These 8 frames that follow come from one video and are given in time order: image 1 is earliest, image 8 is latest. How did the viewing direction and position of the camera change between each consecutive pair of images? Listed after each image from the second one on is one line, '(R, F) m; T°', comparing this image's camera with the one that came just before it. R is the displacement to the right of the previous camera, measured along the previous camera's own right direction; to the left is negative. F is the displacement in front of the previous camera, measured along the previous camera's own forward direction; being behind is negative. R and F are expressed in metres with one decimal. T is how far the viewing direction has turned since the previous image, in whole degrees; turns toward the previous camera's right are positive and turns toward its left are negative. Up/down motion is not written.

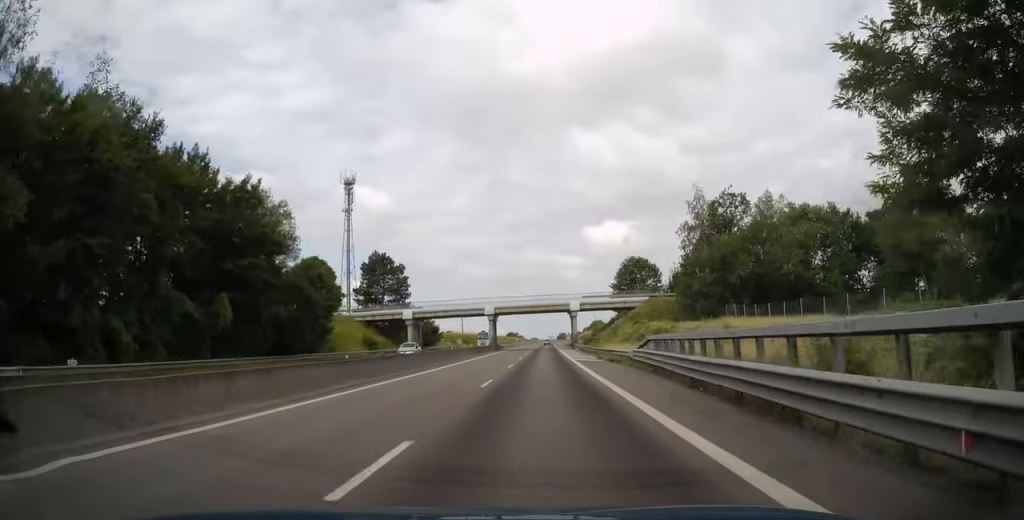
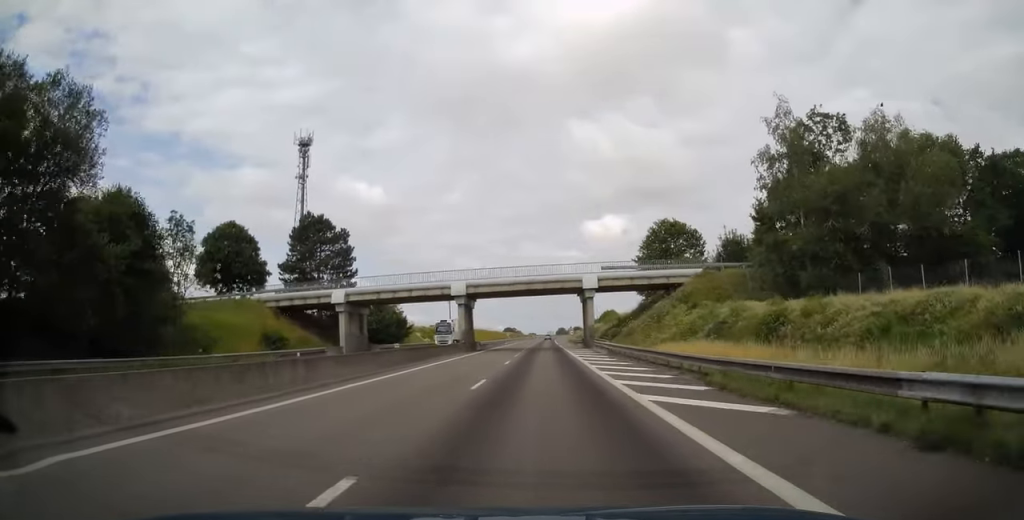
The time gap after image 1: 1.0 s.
(0.0, +28.3) m; 0°
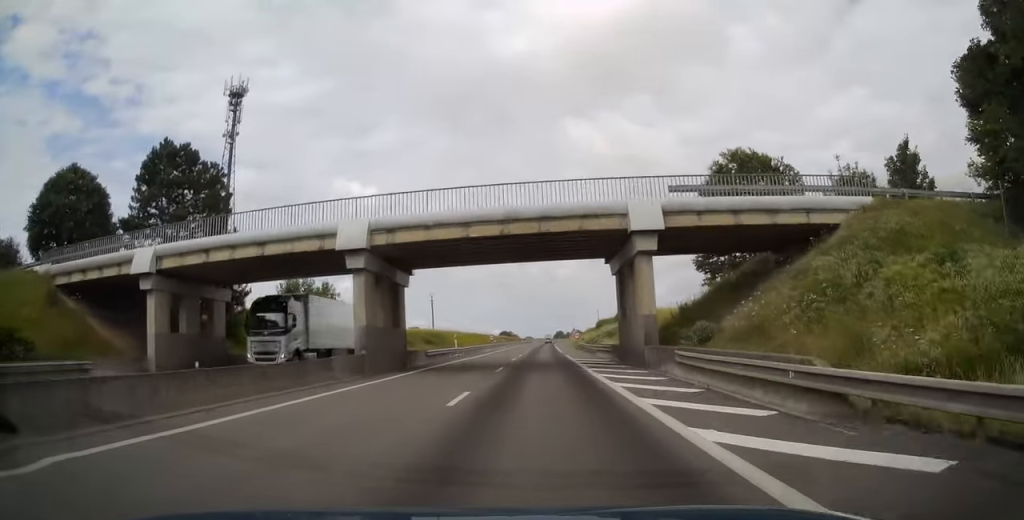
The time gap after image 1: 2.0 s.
(0.0, +29.1) m; 0°
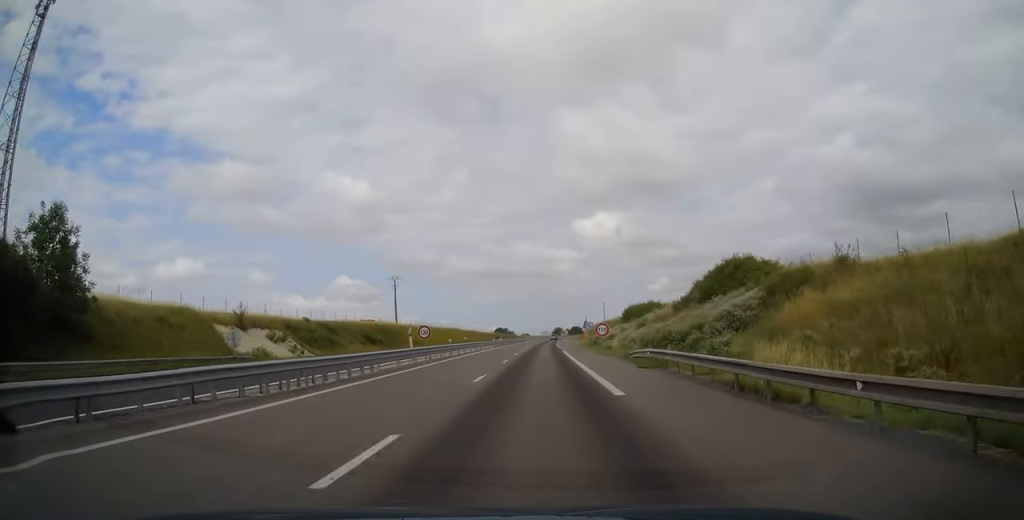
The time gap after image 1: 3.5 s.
(+0.5, +45.3) m; +1°
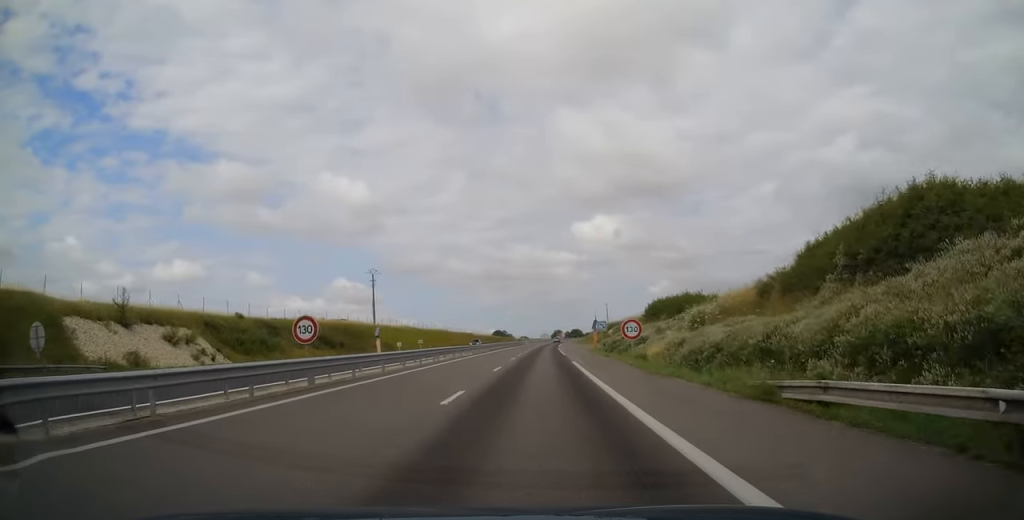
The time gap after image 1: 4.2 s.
(0.0, +18.6) m; 0°
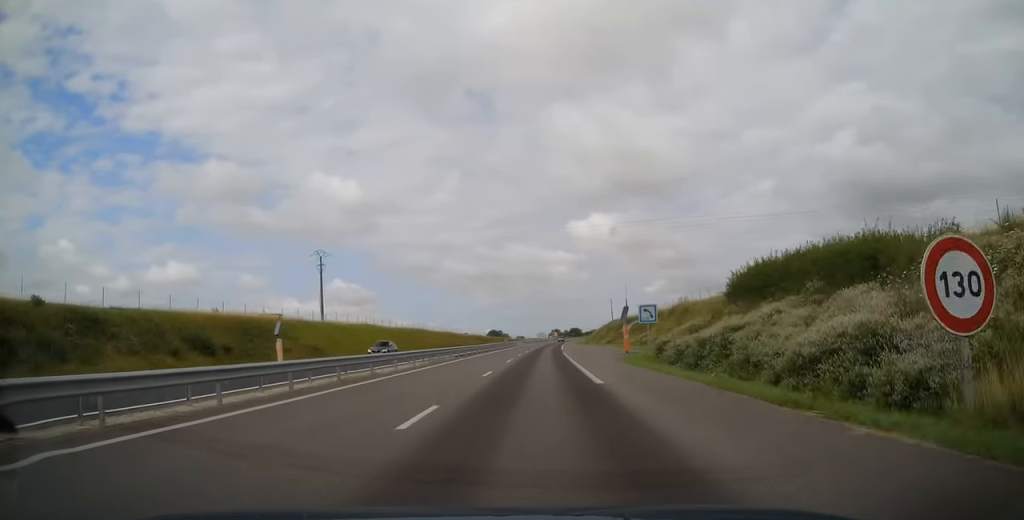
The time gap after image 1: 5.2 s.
(-0.1, +29.4) m; 0°
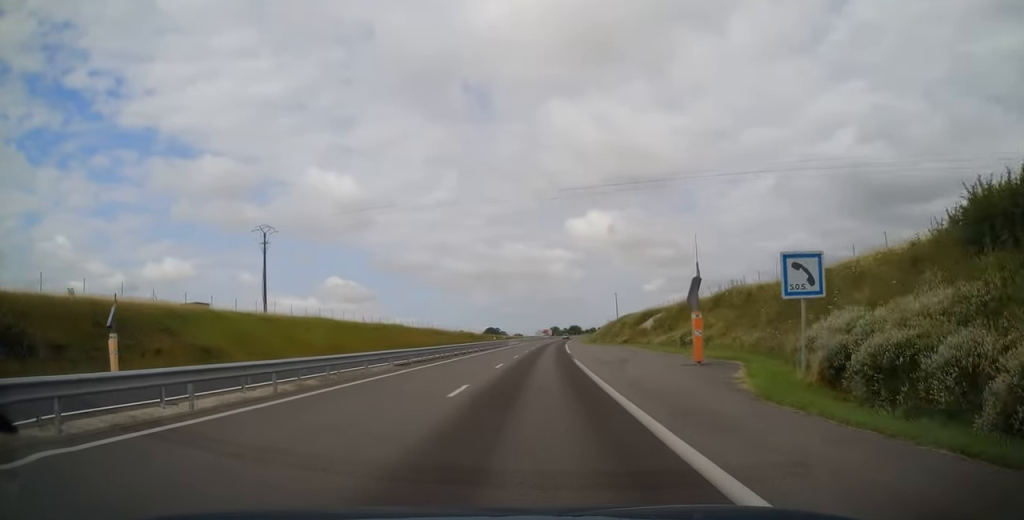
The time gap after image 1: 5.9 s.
(+0.2, +21.0) m; 0°
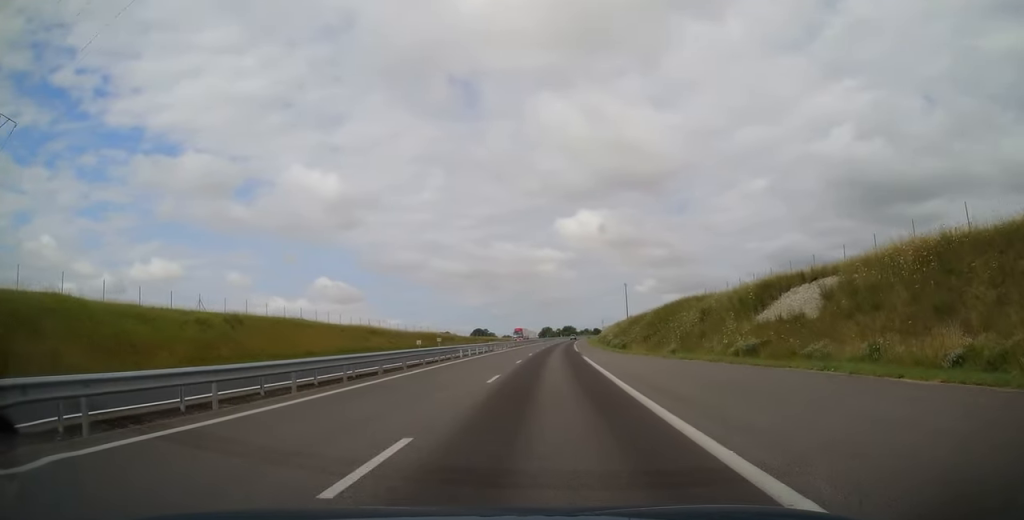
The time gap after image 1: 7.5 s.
(+0.5, +47.3) m; +2°
